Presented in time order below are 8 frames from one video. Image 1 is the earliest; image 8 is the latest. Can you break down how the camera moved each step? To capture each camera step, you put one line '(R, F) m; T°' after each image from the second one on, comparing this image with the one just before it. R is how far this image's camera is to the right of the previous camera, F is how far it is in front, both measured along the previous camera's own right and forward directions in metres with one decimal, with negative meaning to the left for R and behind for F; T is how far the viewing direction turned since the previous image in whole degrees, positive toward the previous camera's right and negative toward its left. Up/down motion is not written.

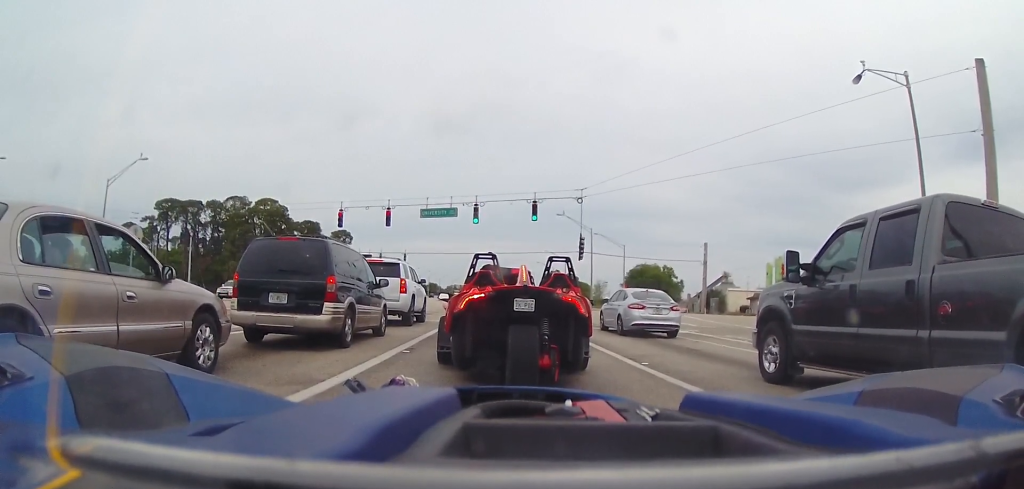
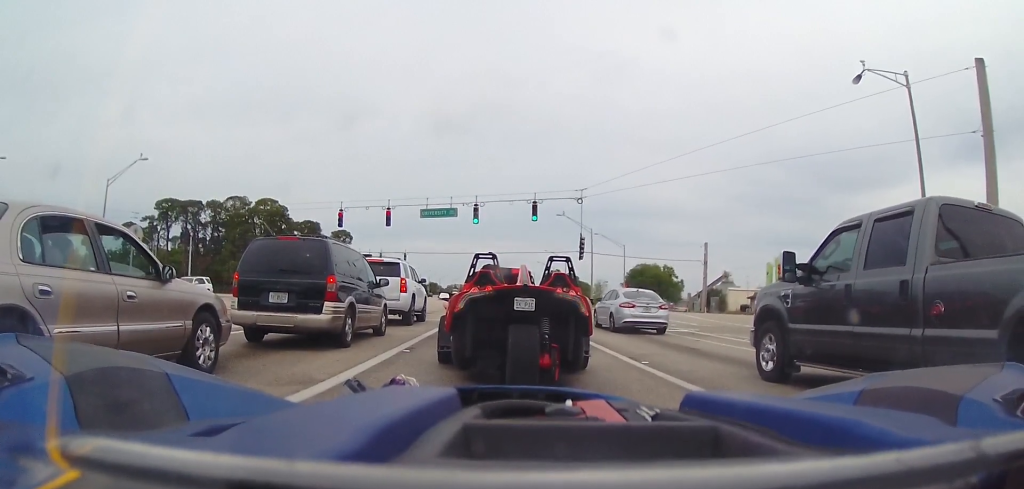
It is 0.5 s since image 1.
(0.0, 0.0) m; 0°
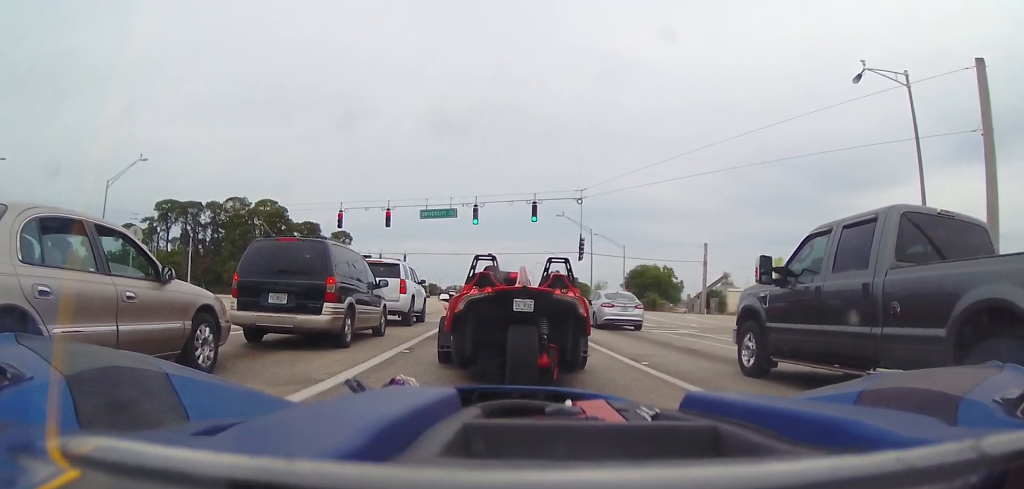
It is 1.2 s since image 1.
(0.0, 0.0) m; 0°
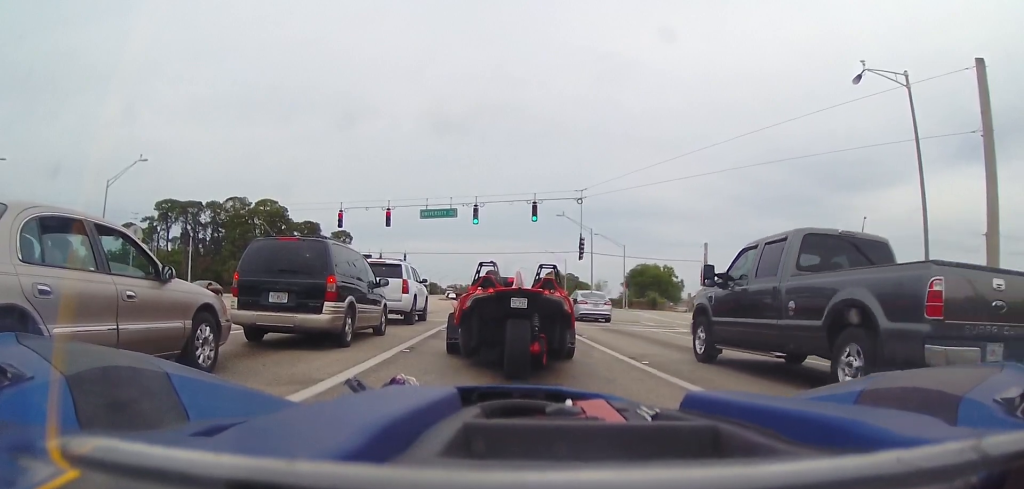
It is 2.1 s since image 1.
(0.0, 0.0) m; 0°
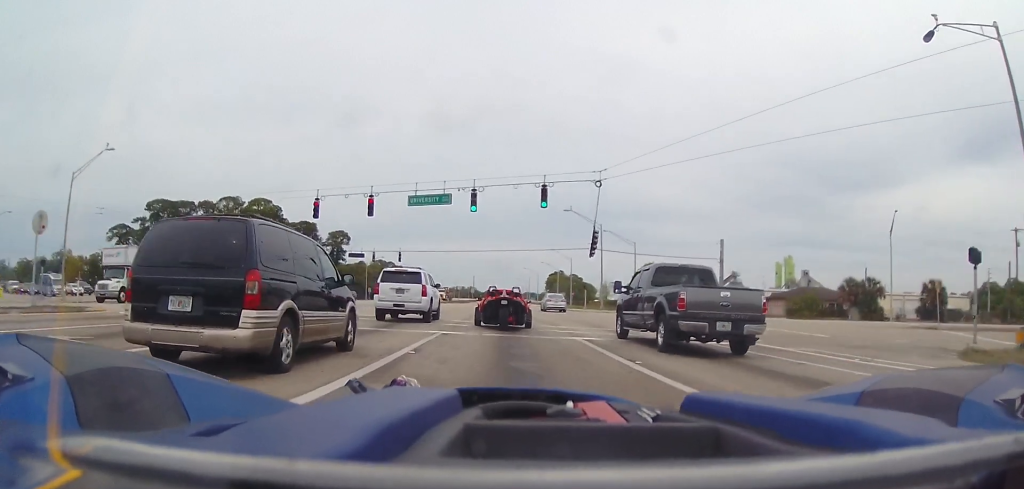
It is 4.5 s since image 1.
(0.0, +3.7) m; 0°
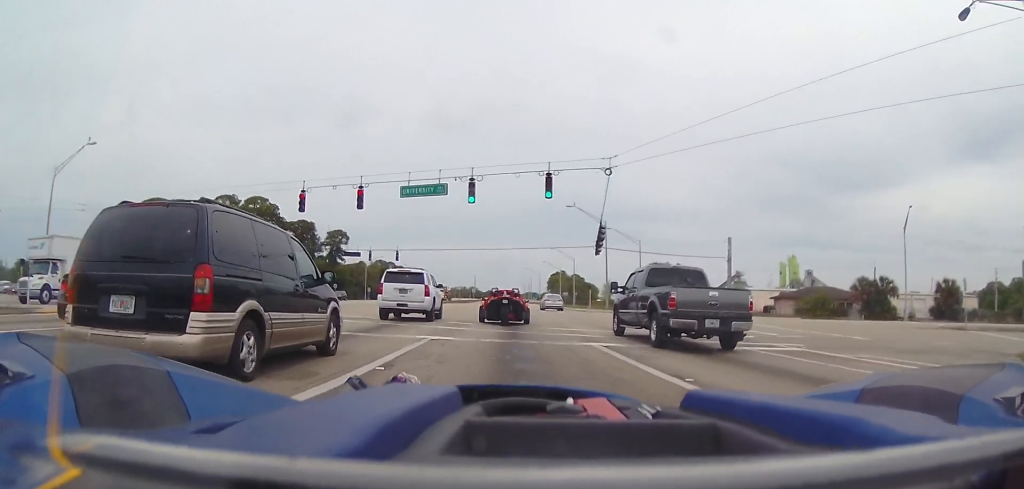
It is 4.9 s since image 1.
(0.0, +2.1) m; 0°
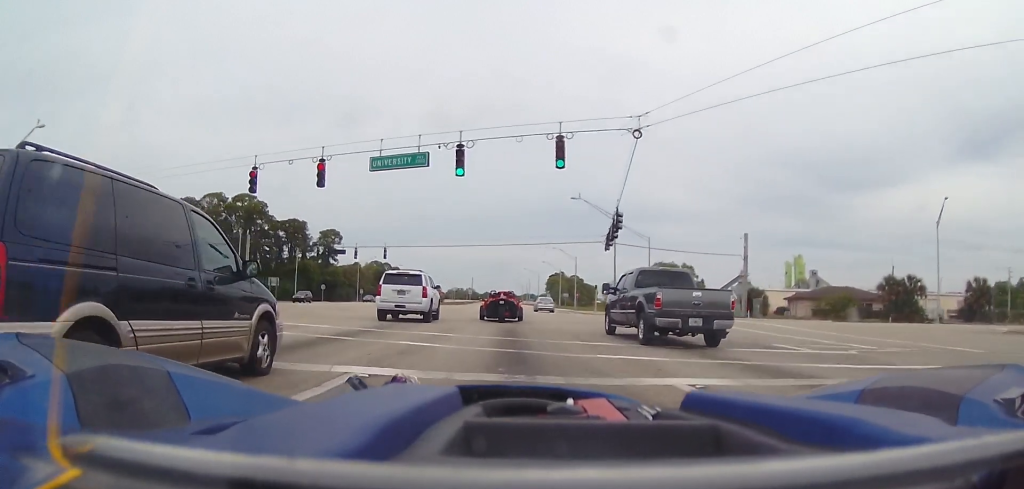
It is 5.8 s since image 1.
(0.0, +6.1) m; 0°
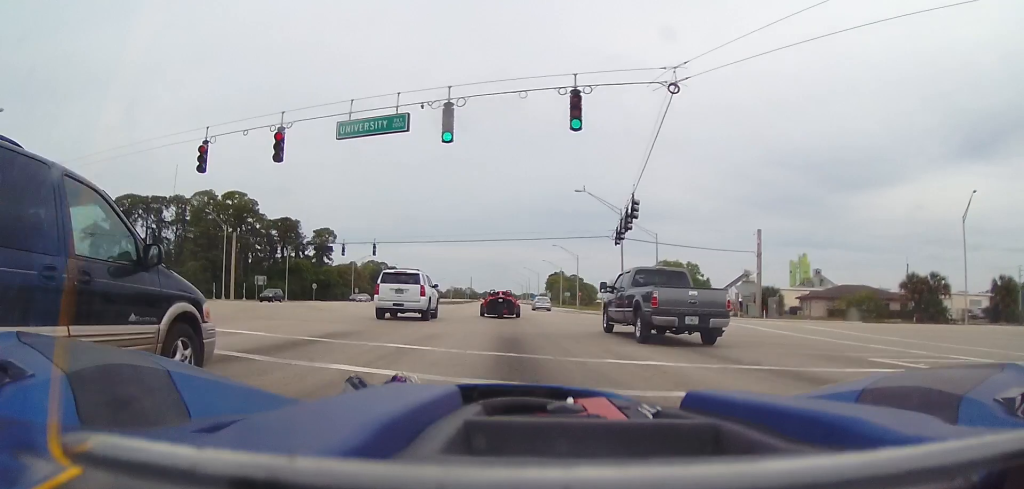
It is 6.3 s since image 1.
(0.0, +4.9) m; 0°
